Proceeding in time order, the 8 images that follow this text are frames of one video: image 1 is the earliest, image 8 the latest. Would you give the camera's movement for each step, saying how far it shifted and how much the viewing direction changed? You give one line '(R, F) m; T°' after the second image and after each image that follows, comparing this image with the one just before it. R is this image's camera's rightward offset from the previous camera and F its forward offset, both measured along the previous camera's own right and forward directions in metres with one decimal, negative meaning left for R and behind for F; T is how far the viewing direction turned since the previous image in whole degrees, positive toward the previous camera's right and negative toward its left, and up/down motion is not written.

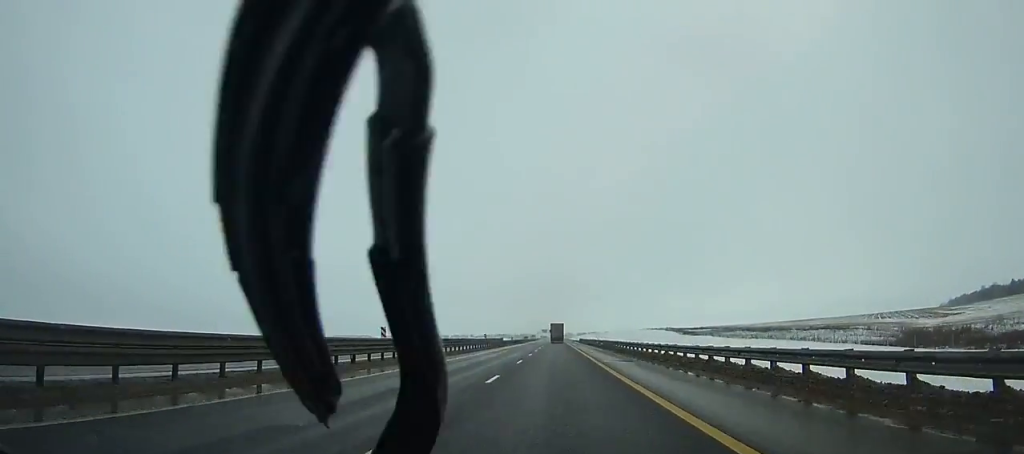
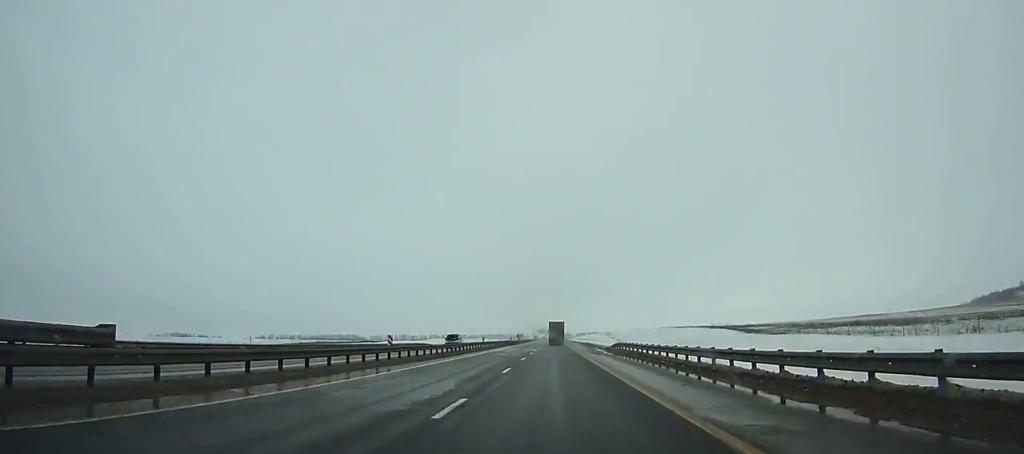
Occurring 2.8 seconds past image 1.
(0.0, +78.0) m; 0°
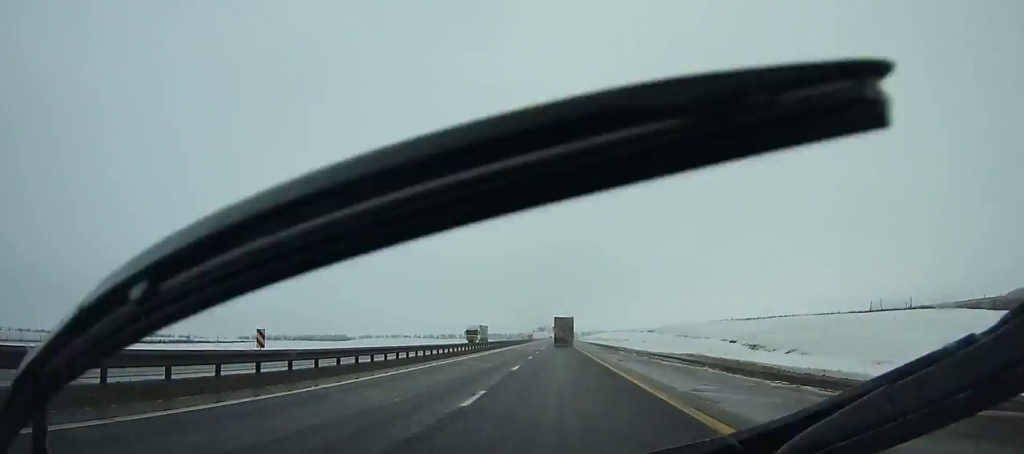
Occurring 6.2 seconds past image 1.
(-0.3, +94.7) m; 0°
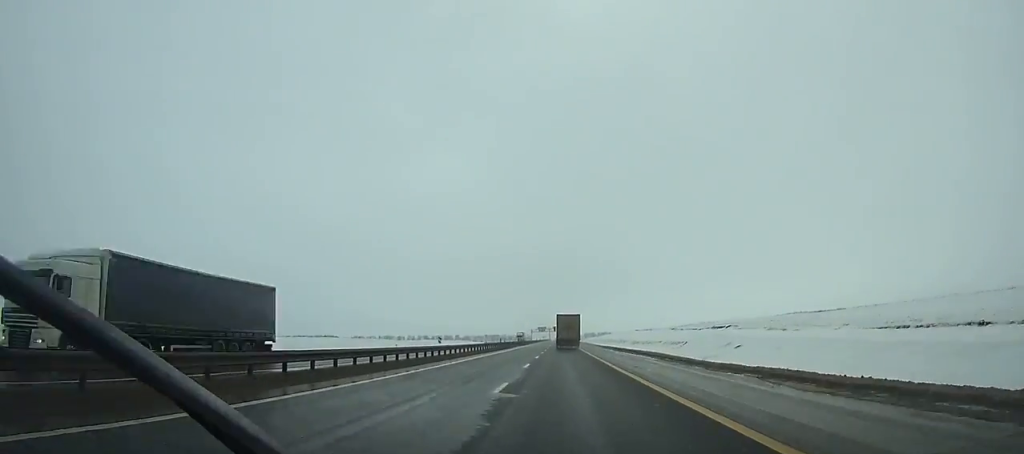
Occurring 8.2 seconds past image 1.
(-0.1, +55.8) m; 0°
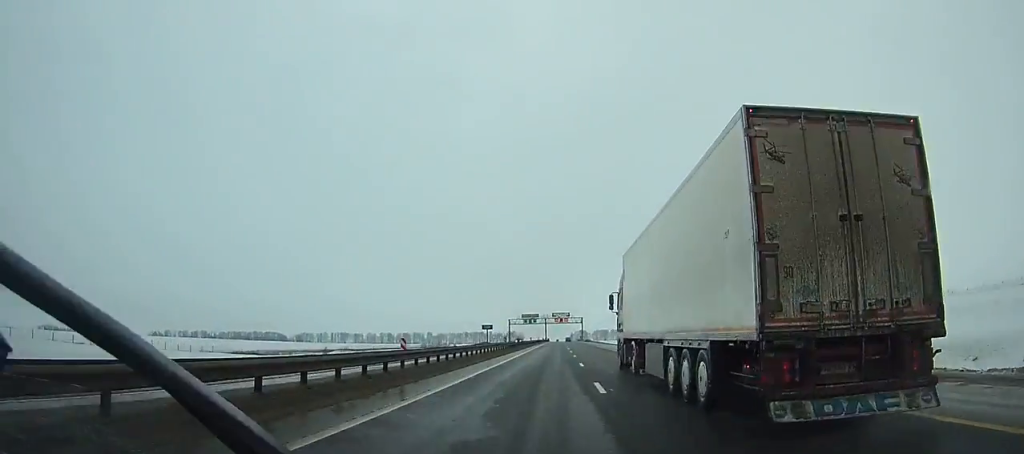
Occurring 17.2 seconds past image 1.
(+0.4, +251.6) m; 0°
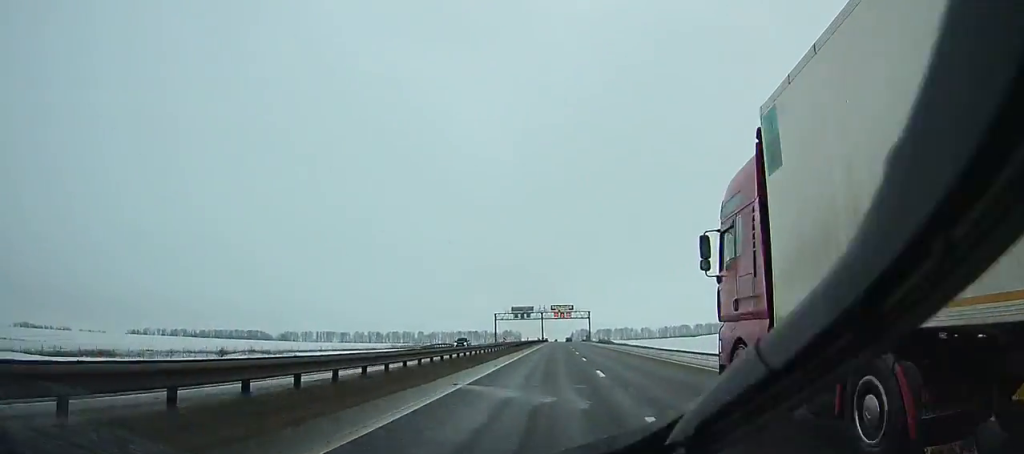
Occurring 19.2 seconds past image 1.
(0.0, +55.8) m; 0°
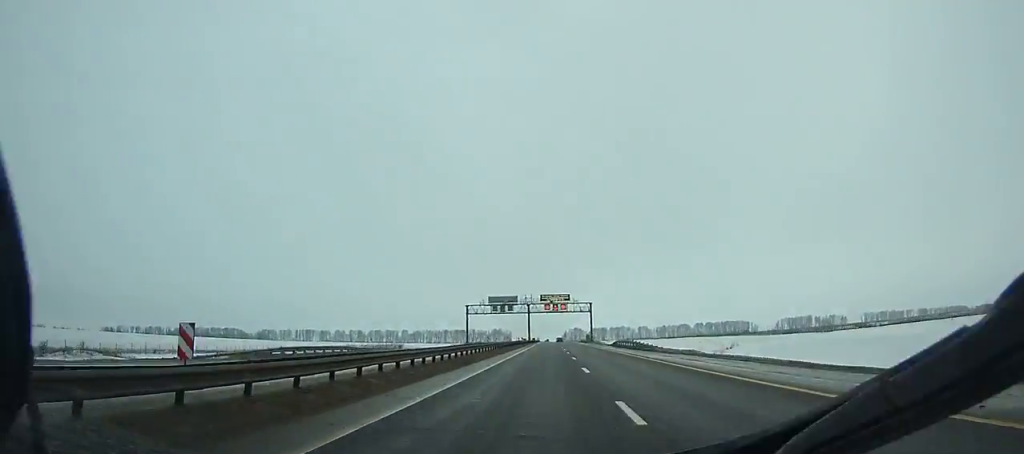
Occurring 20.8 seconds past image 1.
(+0.2, +44.4) m; 0°
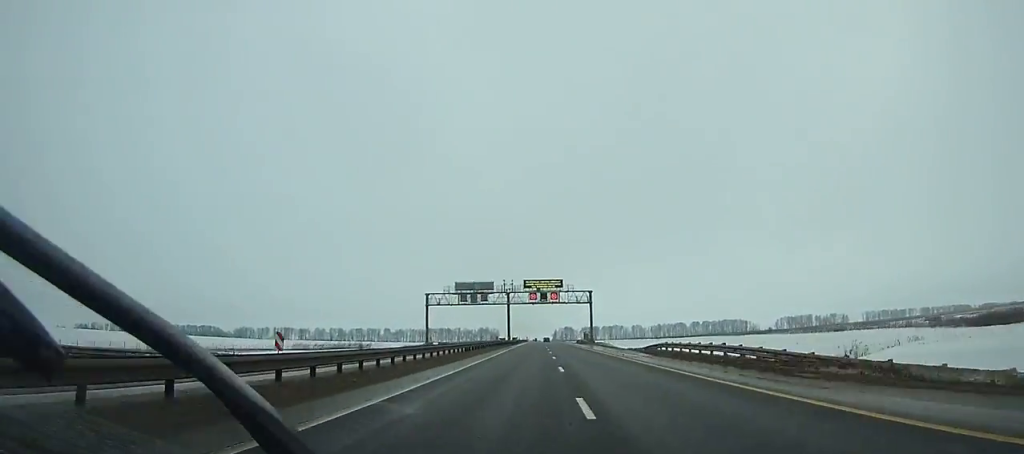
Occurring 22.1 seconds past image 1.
(0.0, +36.0) m; 0°
